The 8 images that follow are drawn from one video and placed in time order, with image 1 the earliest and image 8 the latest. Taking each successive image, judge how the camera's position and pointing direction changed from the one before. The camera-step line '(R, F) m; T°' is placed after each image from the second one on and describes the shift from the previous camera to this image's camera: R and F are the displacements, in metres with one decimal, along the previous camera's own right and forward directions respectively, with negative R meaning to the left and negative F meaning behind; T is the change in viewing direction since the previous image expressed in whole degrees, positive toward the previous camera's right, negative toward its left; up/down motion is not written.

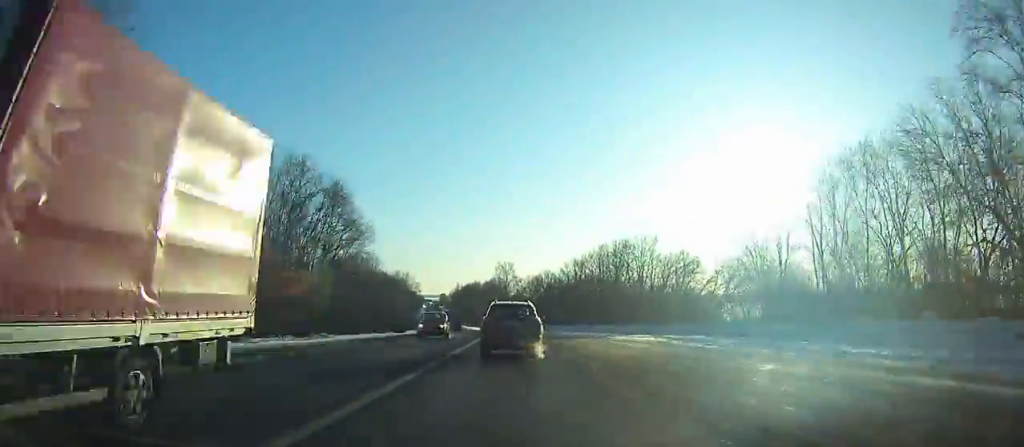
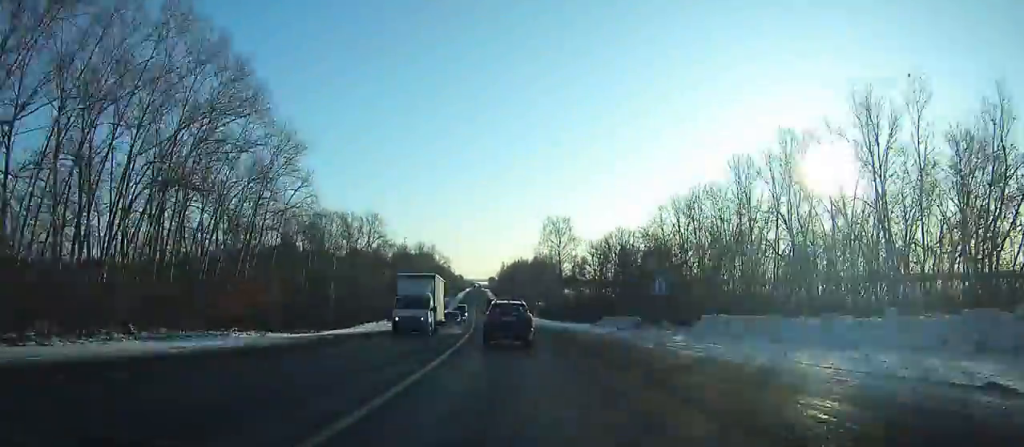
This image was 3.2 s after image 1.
(-1.8, +57.1) m; -4°
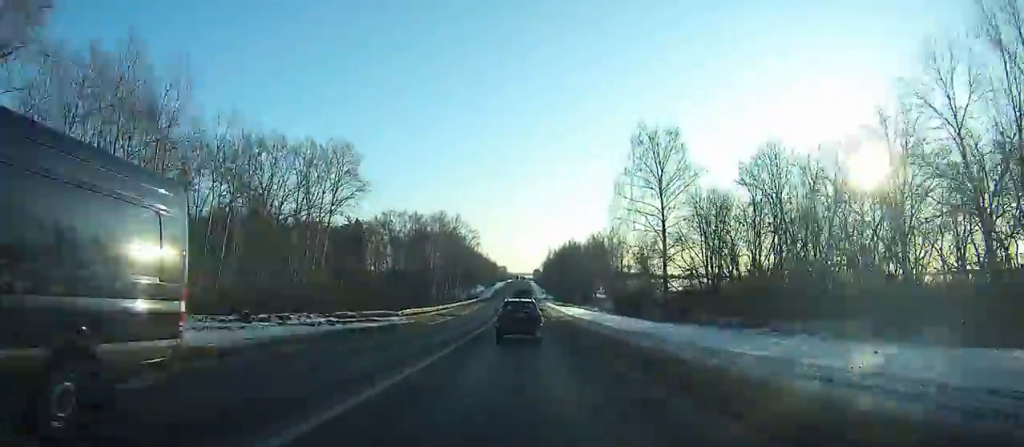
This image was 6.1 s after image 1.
(-2.2, +53.7) m; -3°
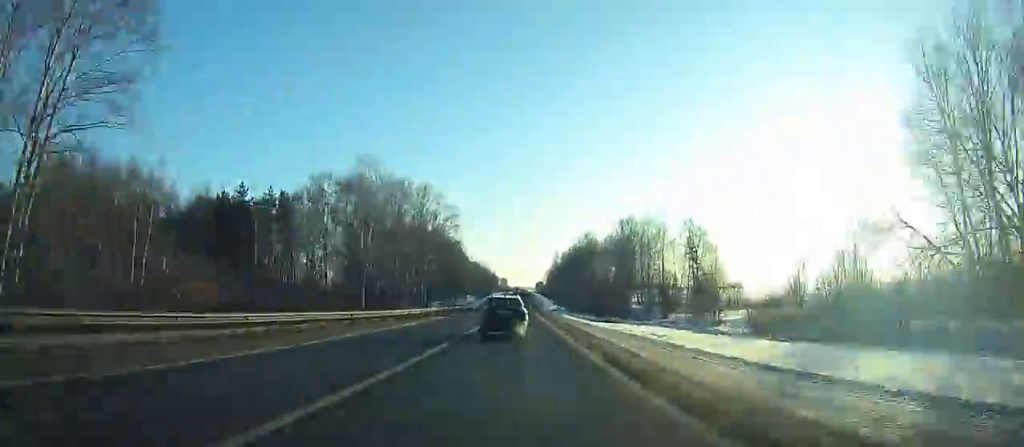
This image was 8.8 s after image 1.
(-0.9, +52.1) m; -1°
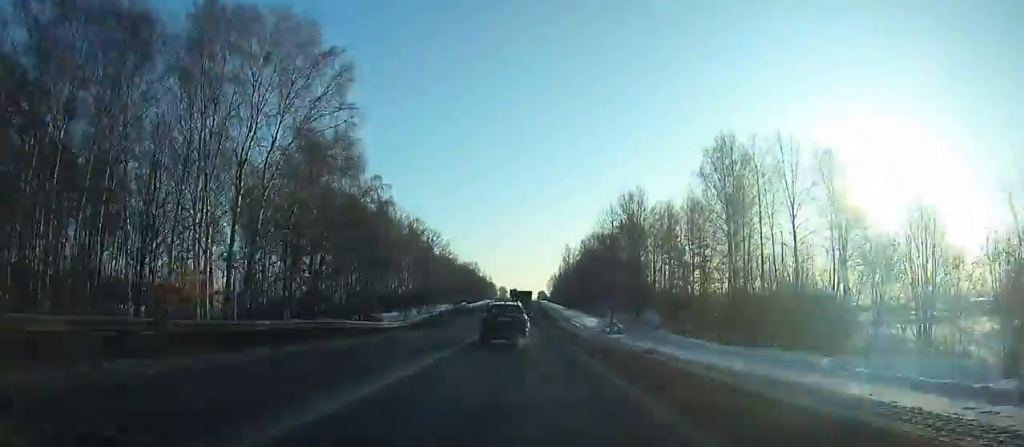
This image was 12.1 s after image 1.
(-0.2, +65.7) m; 0°
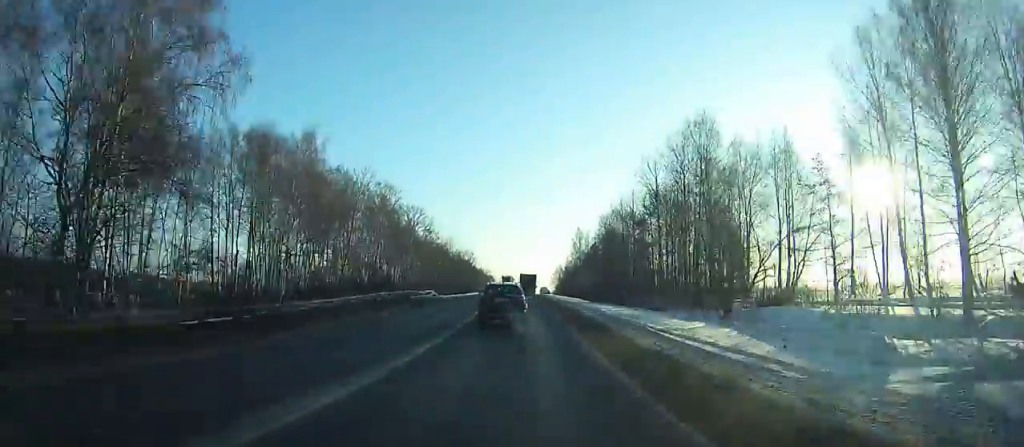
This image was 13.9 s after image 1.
(+0.1, +36.7) m; 0°
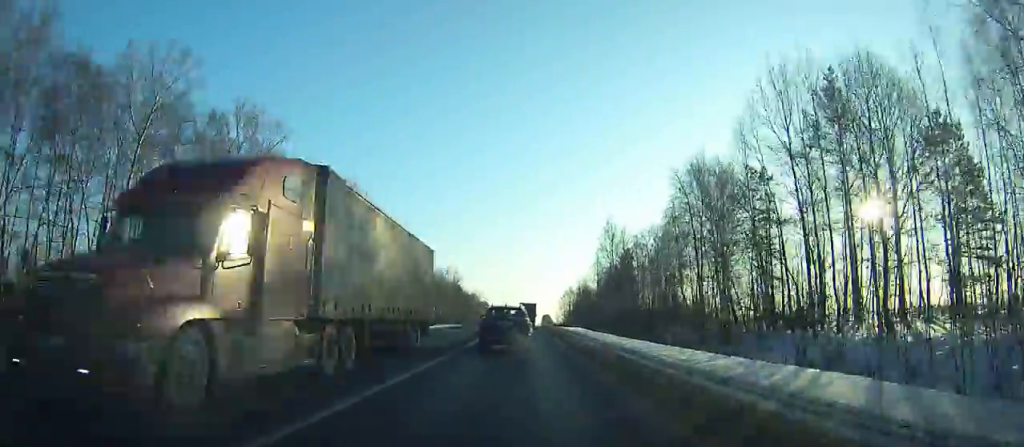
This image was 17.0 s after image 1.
(+0.2, +64.1) m; 0°
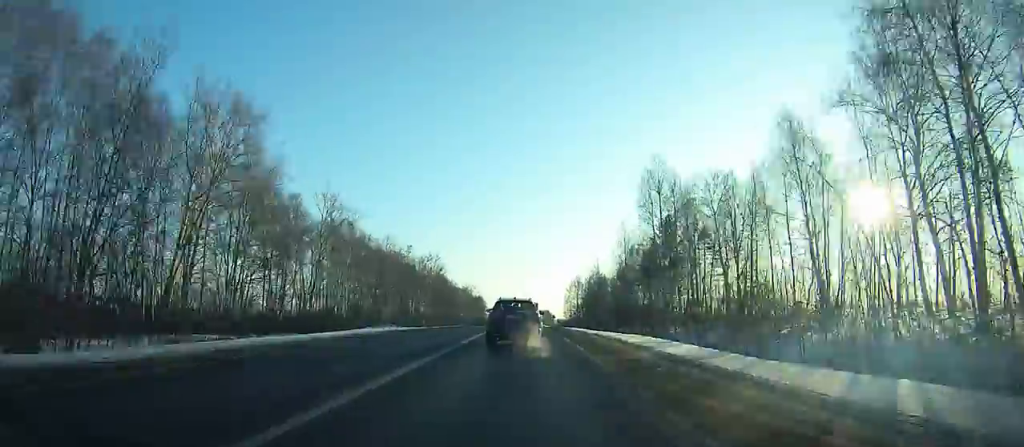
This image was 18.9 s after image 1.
(0.0, +39.7) m; 0°
